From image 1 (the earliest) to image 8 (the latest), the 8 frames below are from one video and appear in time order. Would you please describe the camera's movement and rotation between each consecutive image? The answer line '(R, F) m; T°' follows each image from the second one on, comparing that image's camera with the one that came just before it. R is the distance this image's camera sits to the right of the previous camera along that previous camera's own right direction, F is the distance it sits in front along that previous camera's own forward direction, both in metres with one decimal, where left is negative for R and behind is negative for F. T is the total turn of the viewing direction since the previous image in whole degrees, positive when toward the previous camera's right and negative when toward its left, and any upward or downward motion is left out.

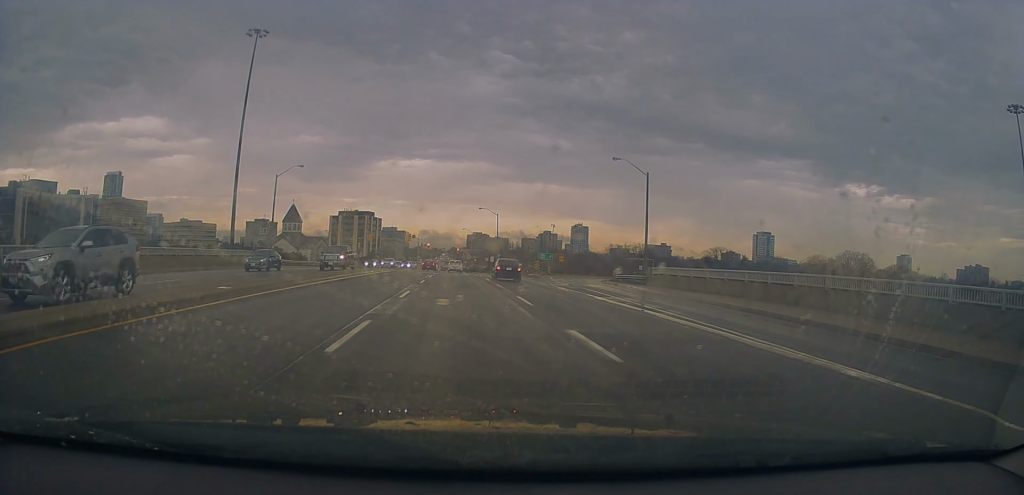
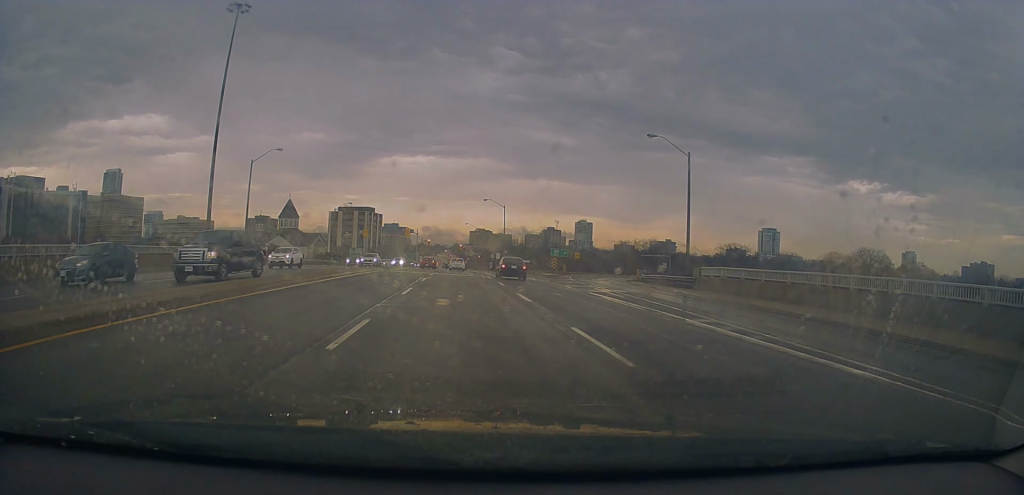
(0.0, +9.2) m; -1°
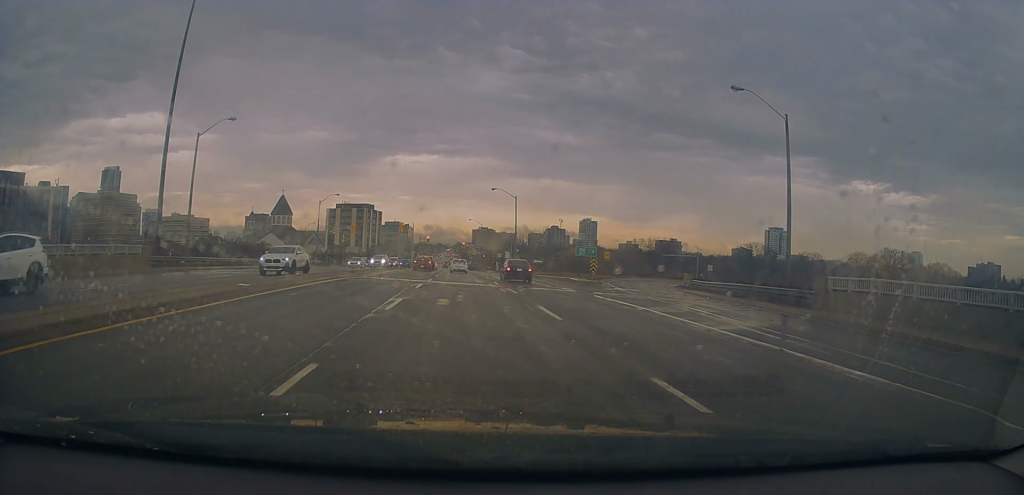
(-0.3, +14.0) m; -1°
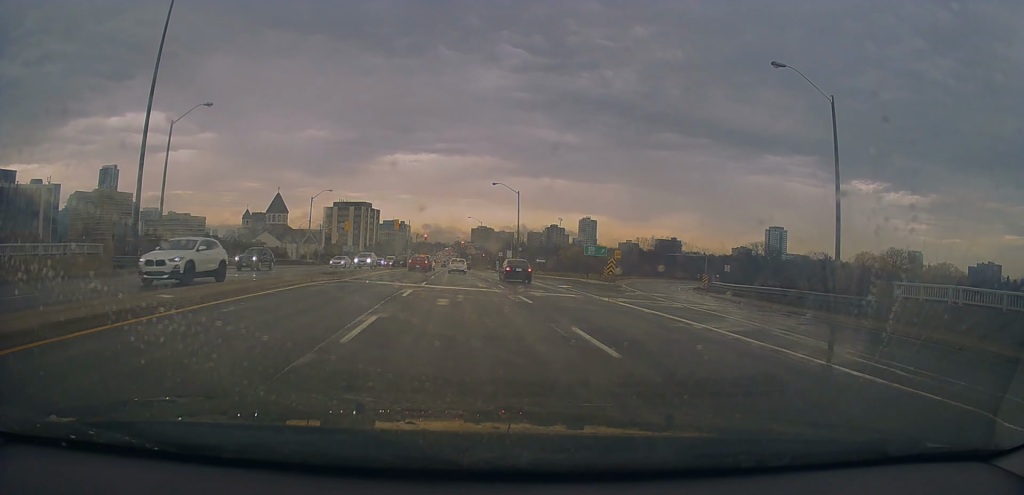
(+0.1, +4.7) m; 0°
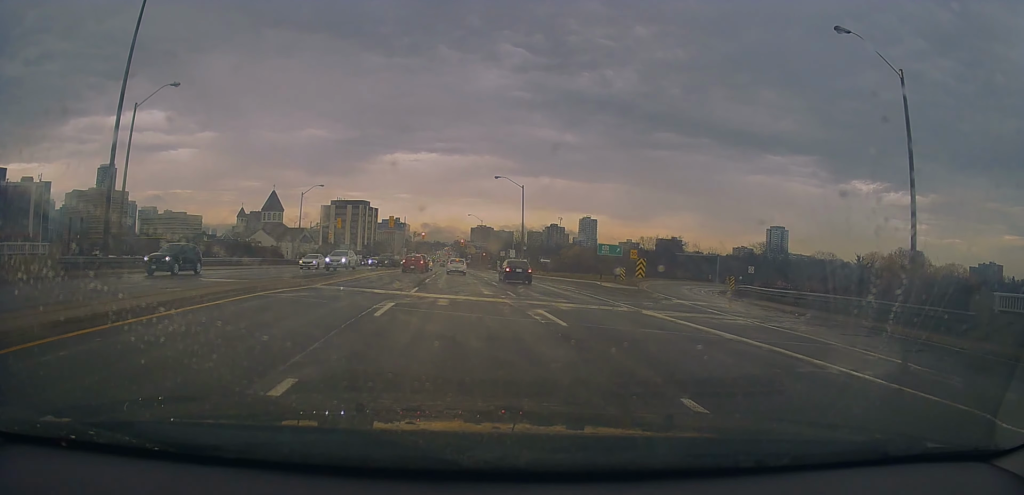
(0.0, +5.4) m; 0°
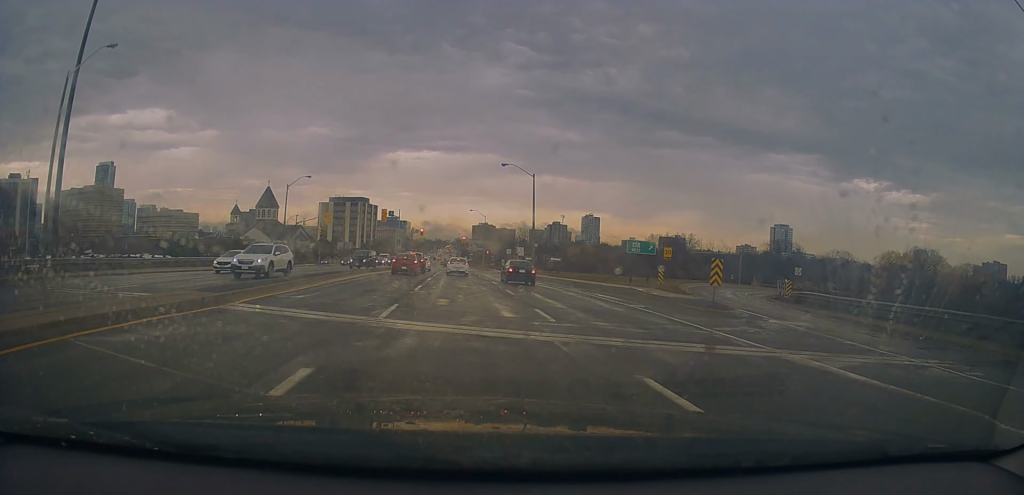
(-0.1, +8.4) m; 0°
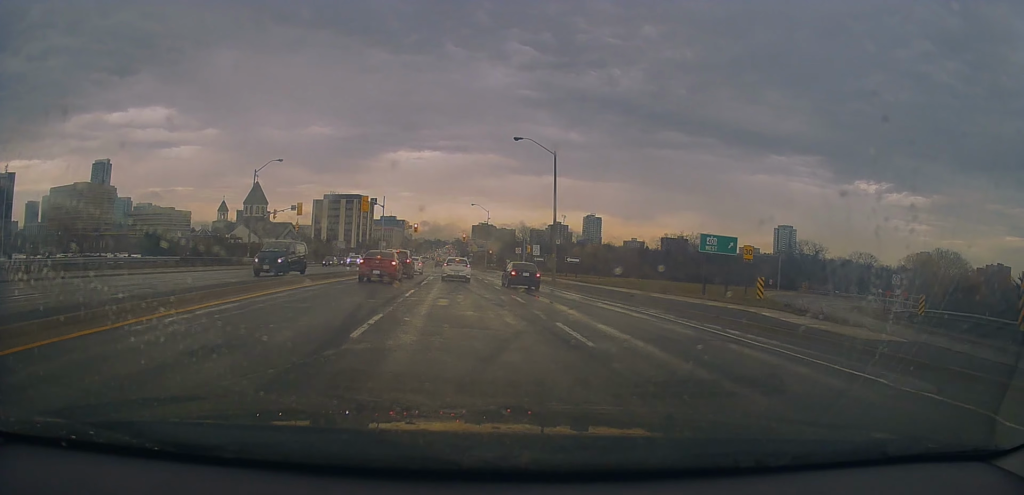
(+0.3, +13.0) m; +1°
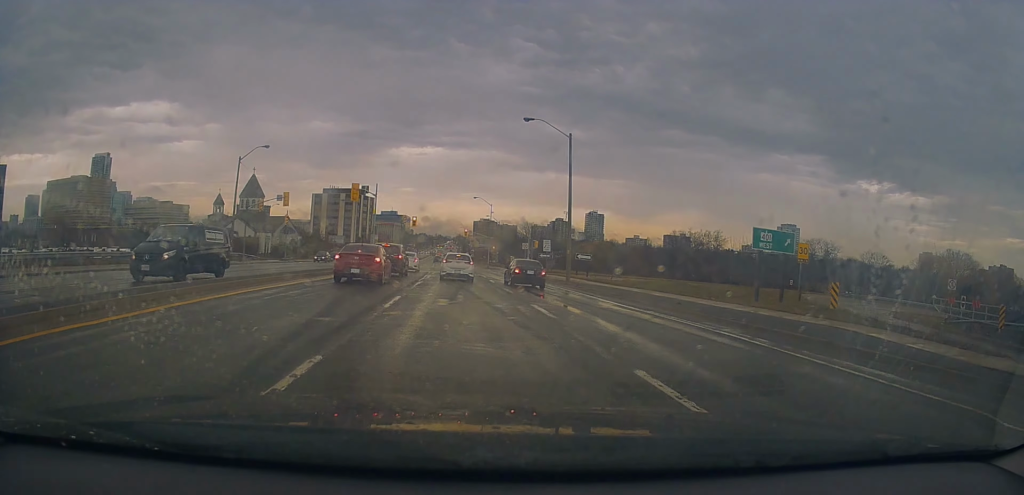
(0.0, +5.5) m; +1°
